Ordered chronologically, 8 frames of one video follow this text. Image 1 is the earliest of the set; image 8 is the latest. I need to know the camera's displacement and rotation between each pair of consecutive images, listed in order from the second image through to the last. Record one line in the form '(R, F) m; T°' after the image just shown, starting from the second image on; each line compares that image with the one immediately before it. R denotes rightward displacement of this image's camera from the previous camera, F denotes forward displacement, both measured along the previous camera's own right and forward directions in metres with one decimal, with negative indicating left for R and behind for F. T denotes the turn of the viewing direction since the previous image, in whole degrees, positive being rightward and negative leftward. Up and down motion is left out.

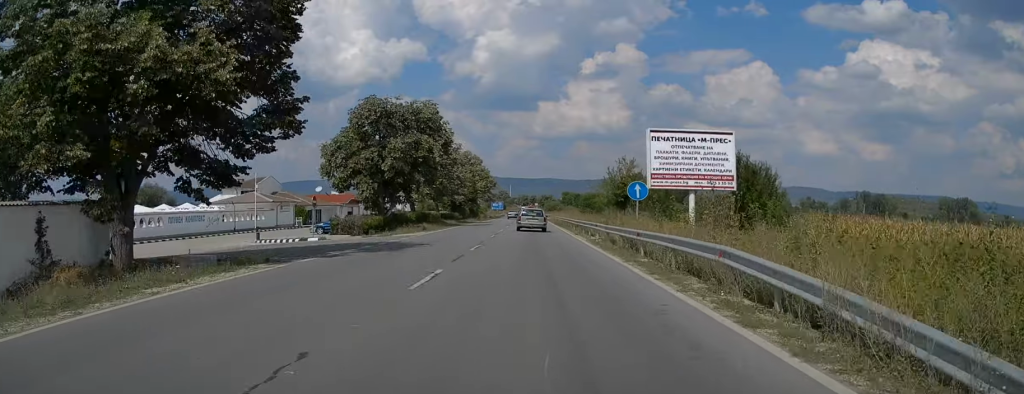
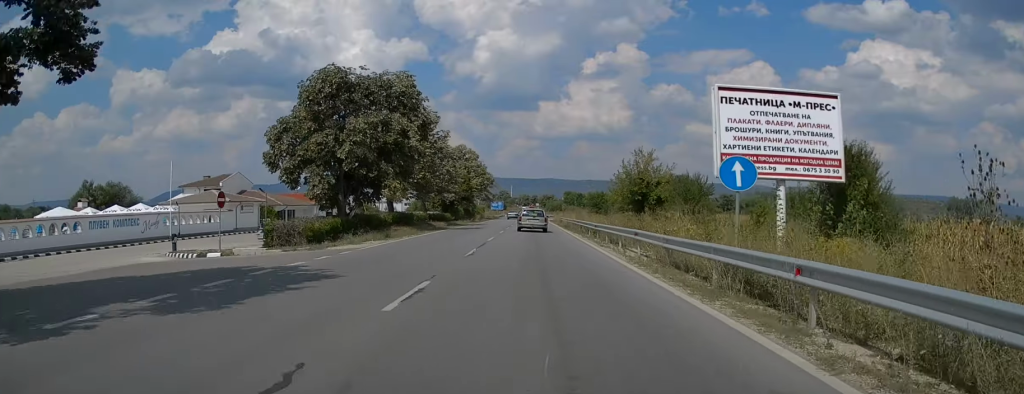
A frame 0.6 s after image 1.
(-0.1, +11.1) m; 0°
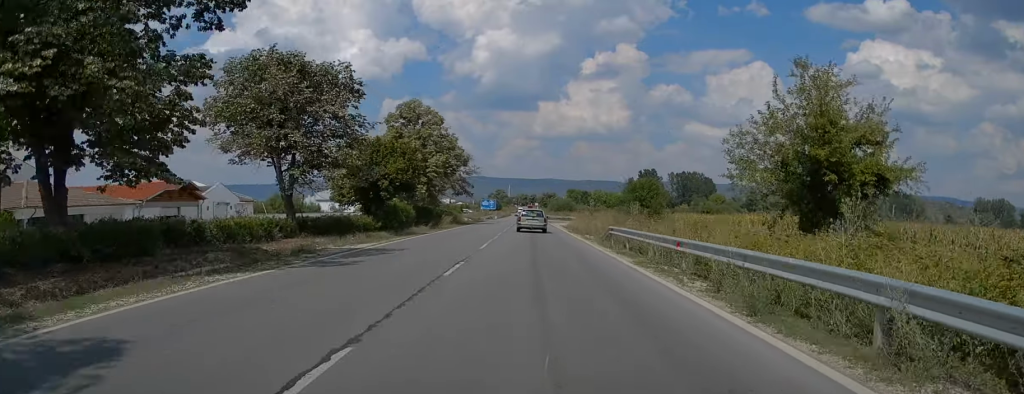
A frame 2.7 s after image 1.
(+0.3, +41.3) m; 0°
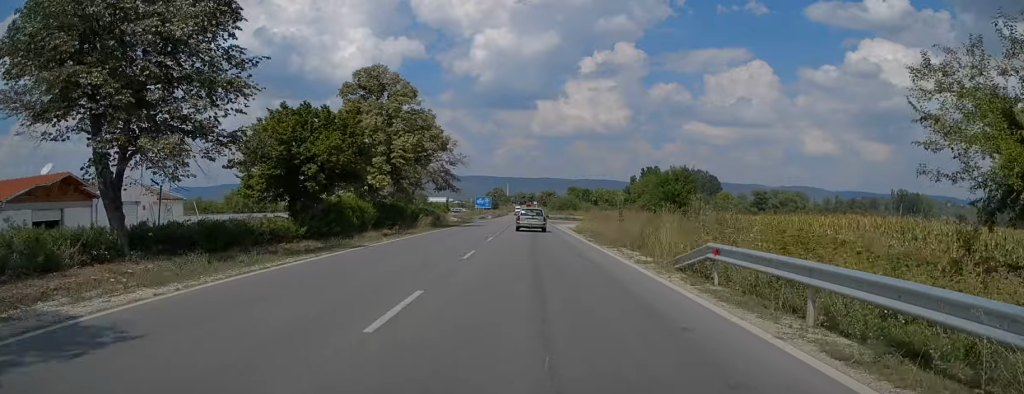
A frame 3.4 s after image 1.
(-0.1, +14.4) m; 0°
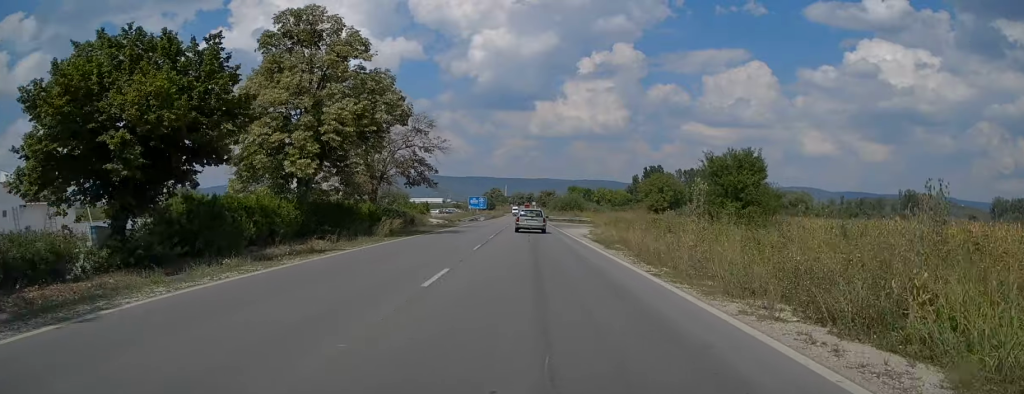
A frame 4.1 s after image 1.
(0.0, +14.5) m; 0°
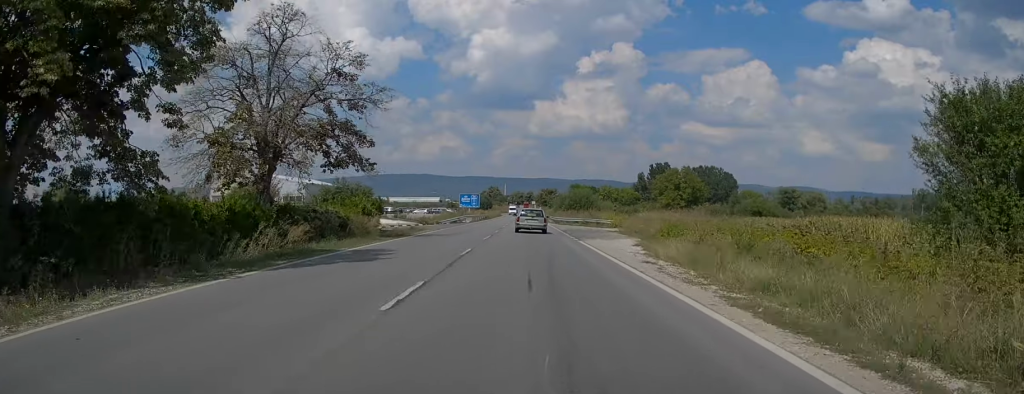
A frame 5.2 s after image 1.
(+0.1, +20.6) m; 0°
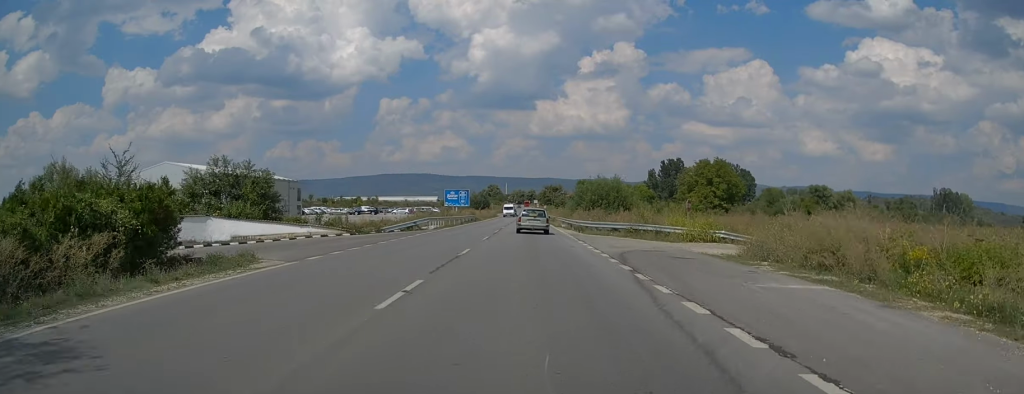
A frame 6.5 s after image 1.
(0.0, +27.4) m; 0°
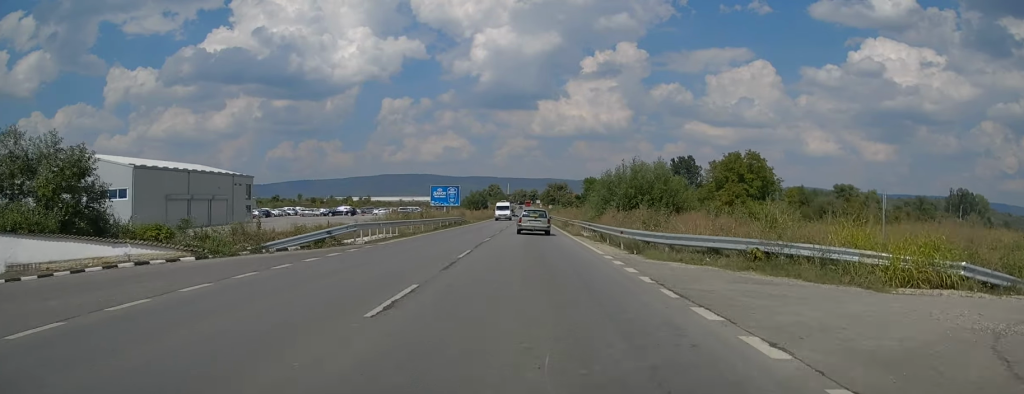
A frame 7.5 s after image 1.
(-0.1, +18.7) m; 0°
